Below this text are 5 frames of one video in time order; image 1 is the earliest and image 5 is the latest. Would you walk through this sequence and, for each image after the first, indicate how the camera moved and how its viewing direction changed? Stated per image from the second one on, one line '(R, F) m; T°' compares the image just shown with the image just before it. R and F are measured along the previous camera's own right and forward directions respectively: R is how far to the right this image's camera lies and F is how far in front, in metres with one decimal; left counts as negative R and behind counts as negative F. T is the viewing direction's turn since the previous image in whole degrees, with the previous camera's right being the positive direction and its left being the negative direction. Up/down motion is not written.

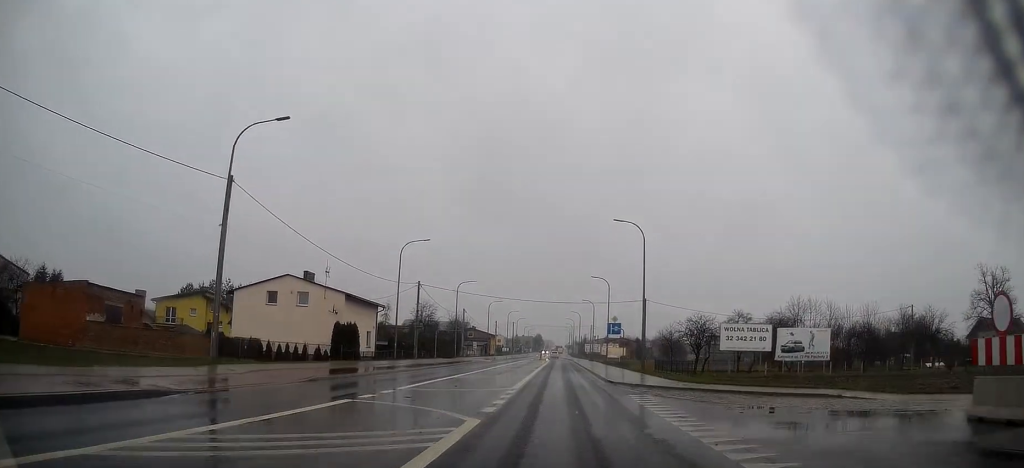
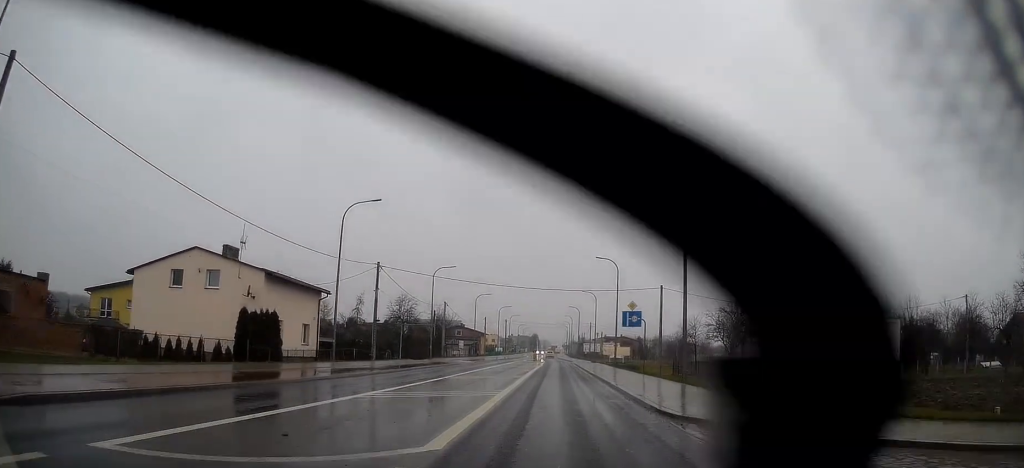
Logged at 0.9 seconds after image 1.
(-0.2, +13.3) m; -1°
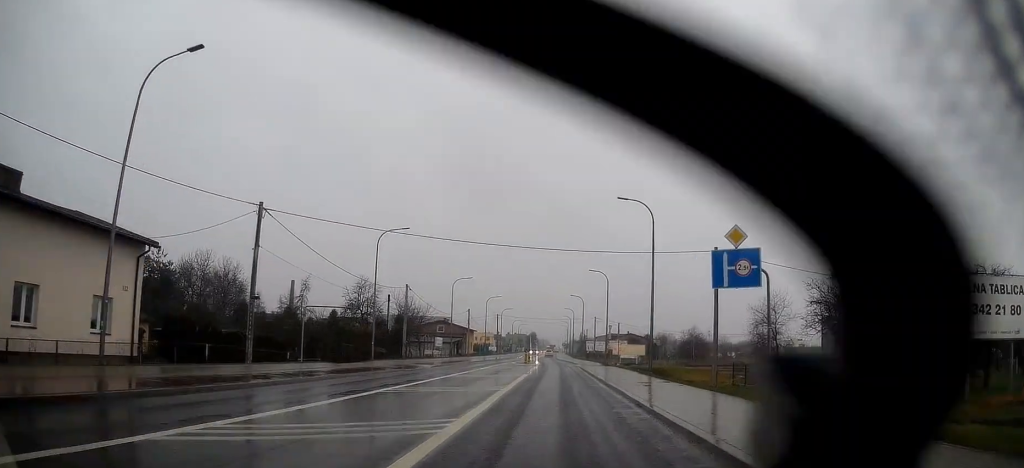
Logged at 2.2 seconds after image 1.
(0.0, +20.7) m; 0°
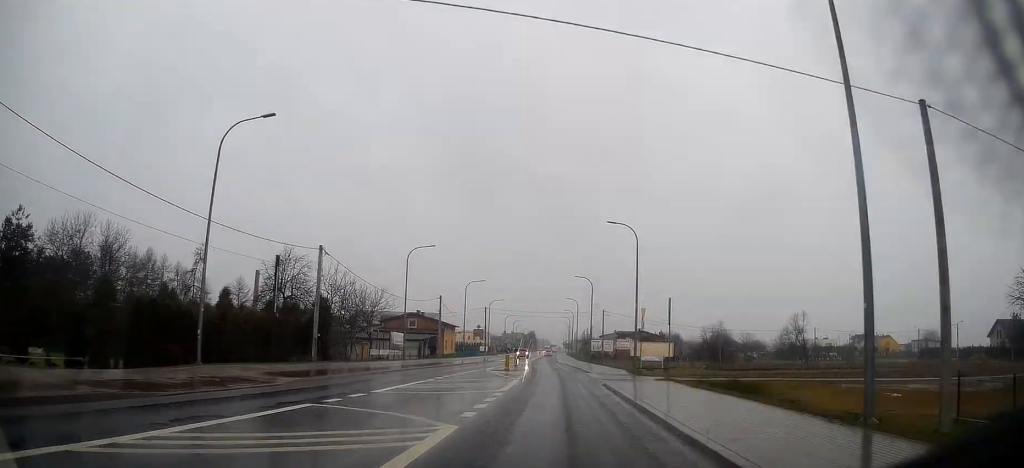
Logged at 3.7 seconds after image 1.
(0.0, +24.3) m; 0°
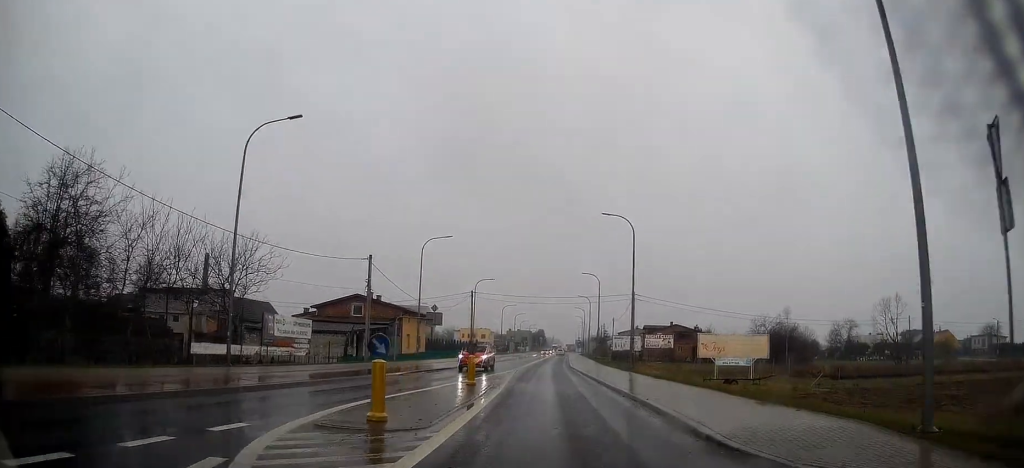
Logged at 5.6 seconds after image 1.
(0.0, +31.8) m; 0°
